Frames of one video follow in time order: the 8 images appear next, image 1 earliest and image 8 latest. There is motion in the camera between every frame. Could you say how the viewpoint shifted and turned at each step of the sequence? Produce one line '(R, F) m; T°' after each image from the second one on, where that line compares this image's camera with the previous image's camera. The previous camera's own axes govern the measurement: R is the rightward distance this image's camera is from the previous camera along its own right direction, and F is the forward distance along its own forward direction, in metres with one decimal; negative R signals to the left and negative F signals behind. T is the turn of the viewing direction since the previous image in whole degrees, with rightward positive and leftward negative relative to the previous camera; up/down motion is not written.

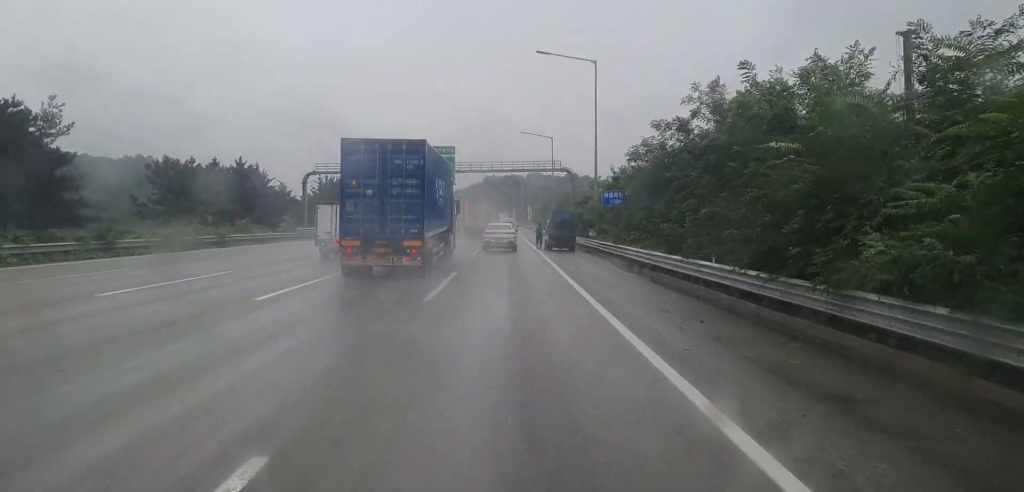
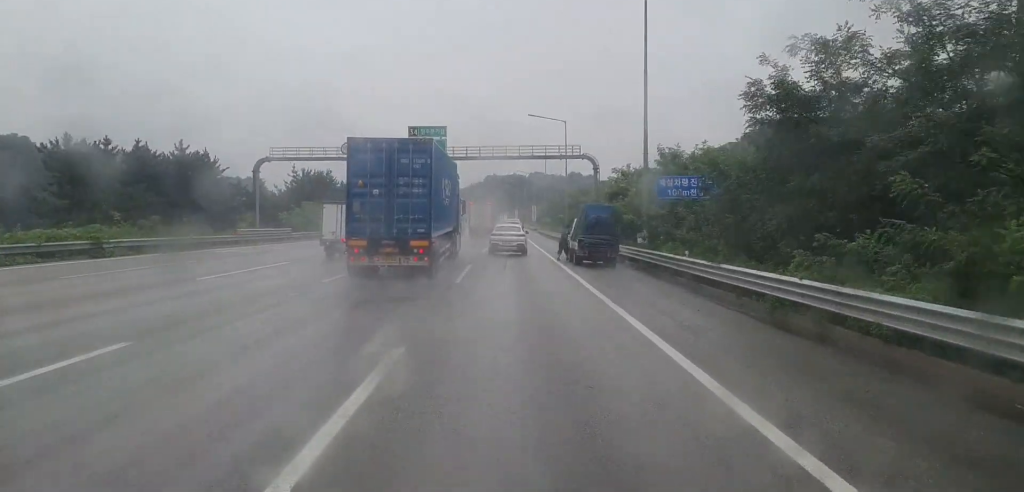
(-0.1, +15.4) m; 0°
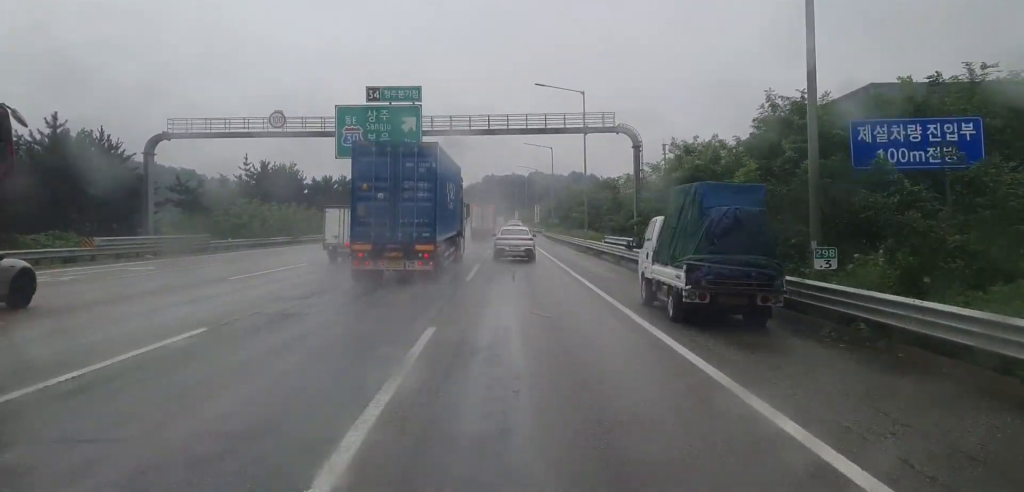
(+0.2, +17.6) m; +1°
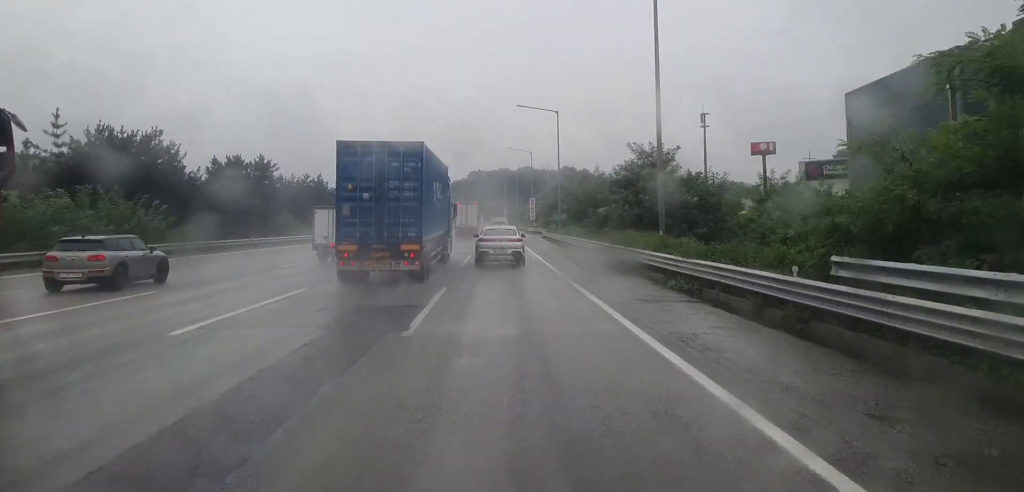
(-0.1, +31.4) m; 0°
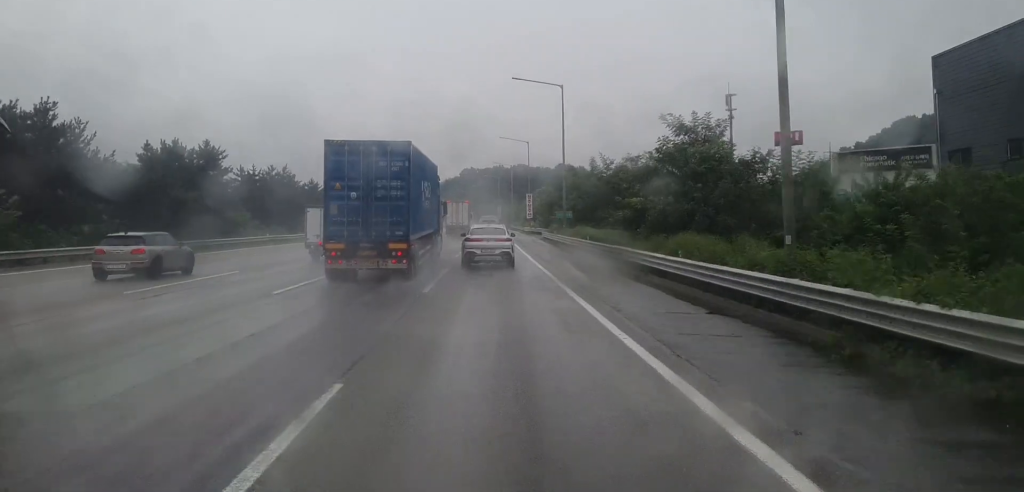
(+0.3, +12.6) m; +1°
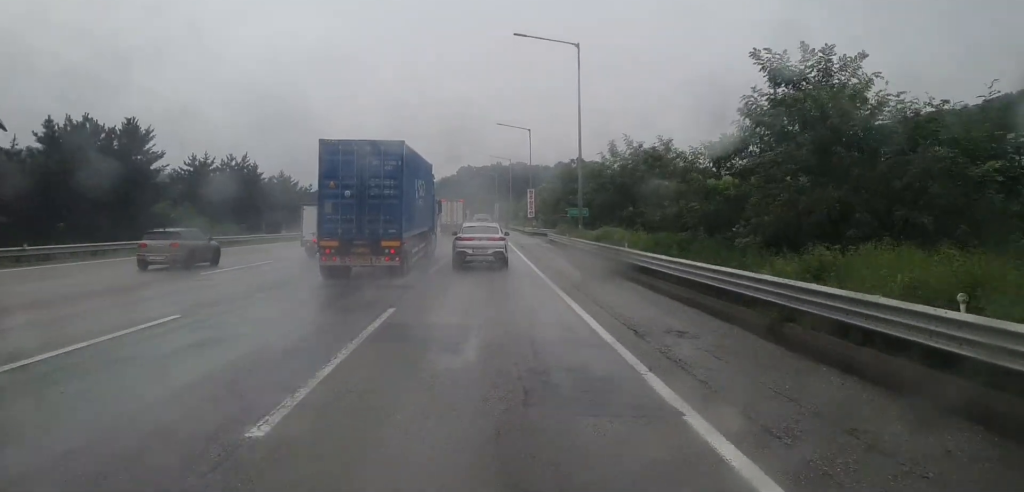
(+0.1, +13.1) m; 0°
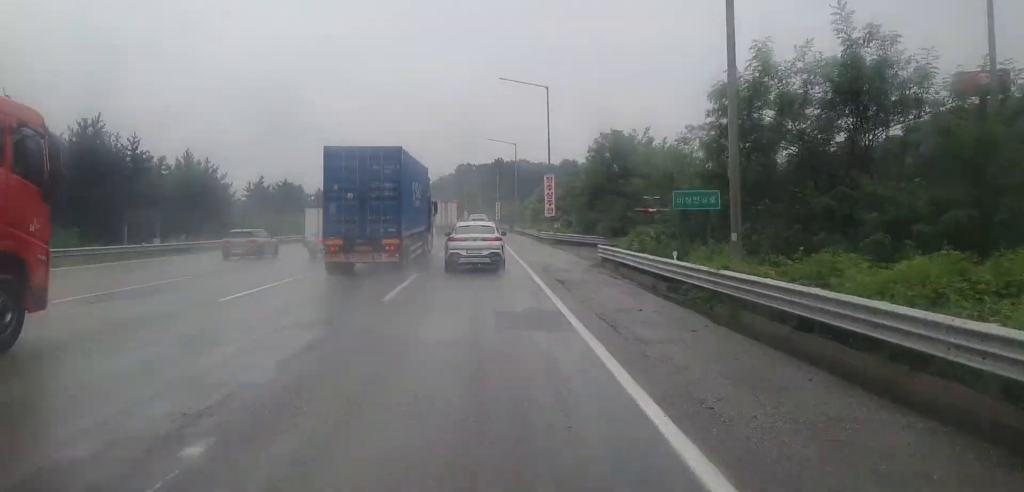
(-0.2, +28.8) m; -2°
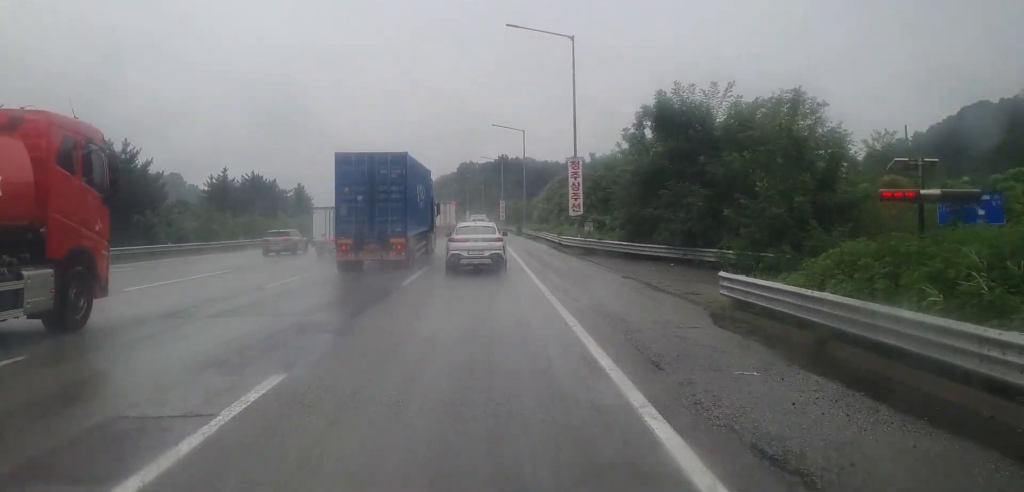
(-0.3, +16.5) m; -1°
